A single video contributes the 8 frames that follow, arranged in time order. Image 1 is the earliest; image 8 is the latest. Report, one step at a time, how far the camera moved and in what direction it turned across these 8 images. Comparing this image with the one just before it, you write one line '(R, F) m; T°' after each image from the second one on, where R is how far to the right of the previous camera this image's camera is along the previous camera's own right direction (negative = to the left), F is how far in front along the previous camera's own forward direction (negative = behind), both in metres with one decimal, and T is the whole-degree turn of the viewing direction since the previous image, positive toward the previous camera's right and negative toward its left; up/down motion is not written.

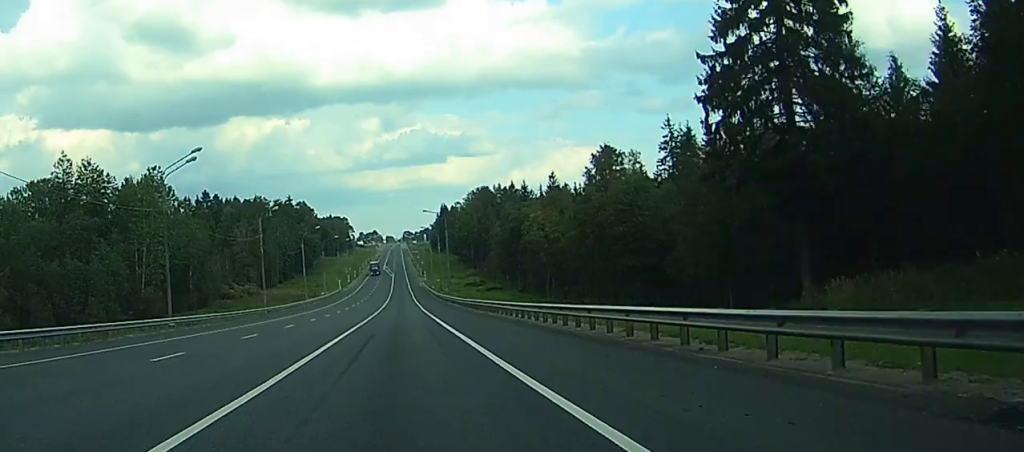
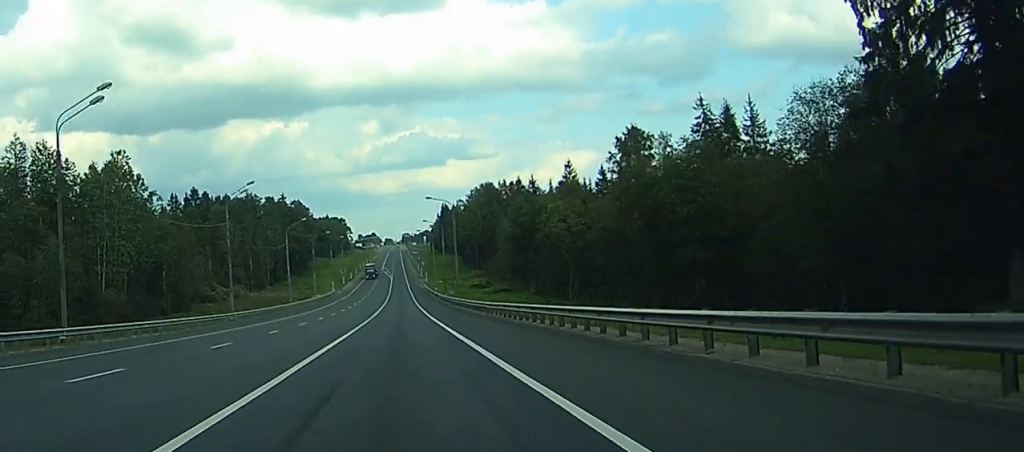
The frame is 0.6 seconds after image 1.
(-0.1, +15.9) m; +1°
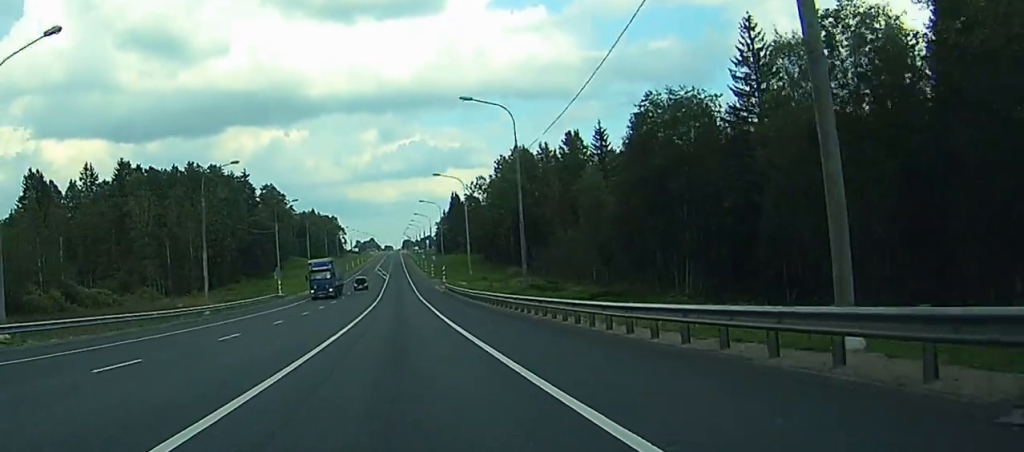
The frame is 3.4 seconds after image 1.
(-0.2, +79.6) m; -1°
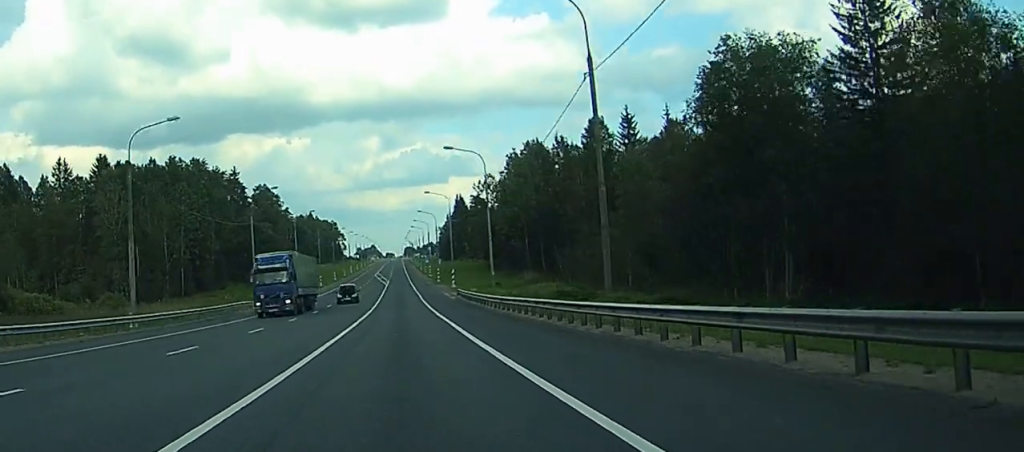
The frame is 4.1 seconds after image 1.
(-0.8, +19.5) m; -1°
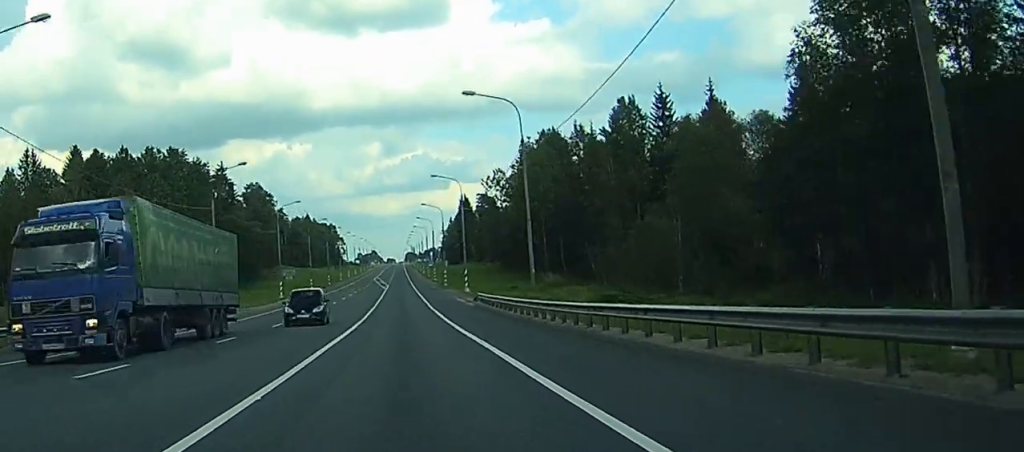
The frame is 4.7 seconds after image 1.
(-0.3, +19.6) m; 0°
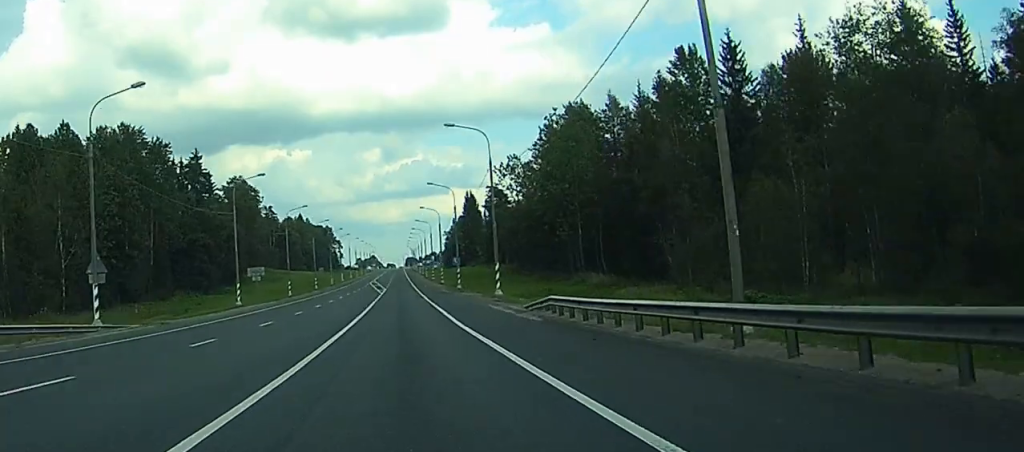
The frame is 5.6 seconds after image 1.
(+0.4, +28.7) m; +1°
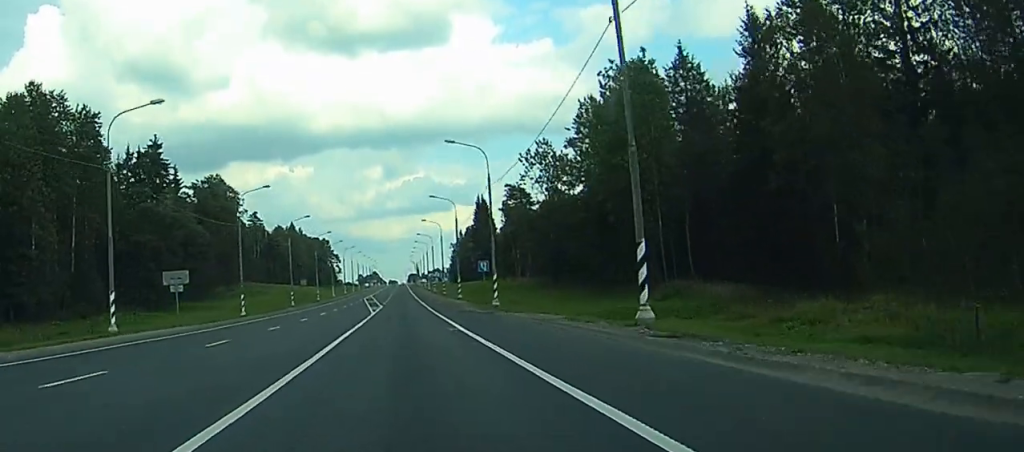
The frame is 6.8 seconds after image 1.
(+0.1, +35.7) m; 0°
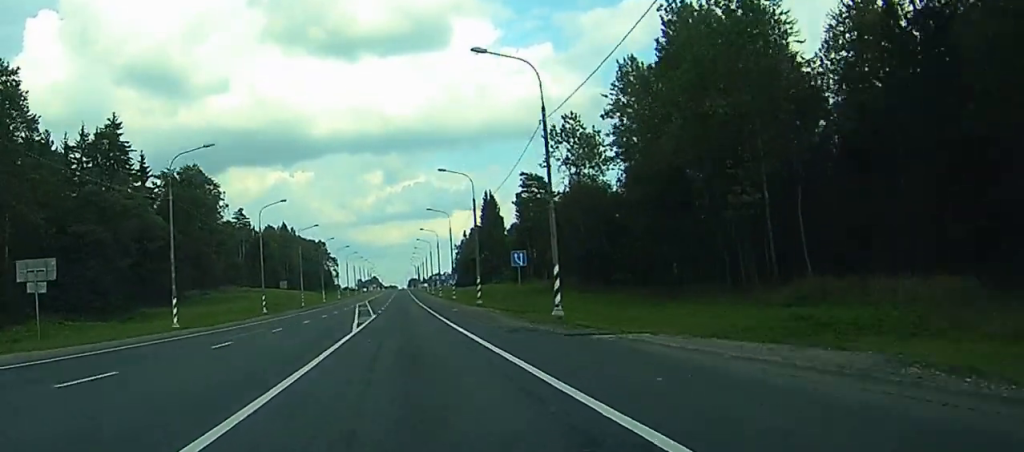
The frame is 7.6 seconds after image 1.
(0.0, +24.9) m; 0°
